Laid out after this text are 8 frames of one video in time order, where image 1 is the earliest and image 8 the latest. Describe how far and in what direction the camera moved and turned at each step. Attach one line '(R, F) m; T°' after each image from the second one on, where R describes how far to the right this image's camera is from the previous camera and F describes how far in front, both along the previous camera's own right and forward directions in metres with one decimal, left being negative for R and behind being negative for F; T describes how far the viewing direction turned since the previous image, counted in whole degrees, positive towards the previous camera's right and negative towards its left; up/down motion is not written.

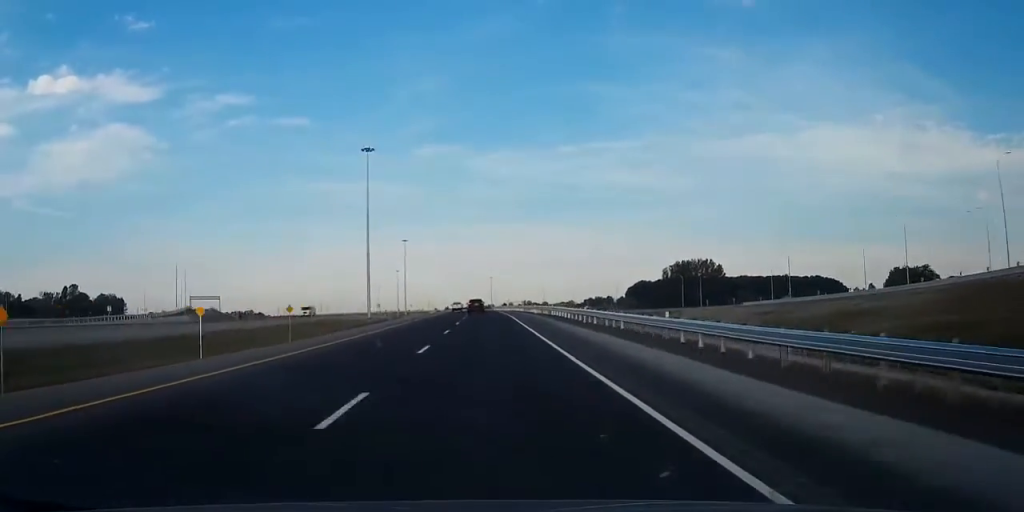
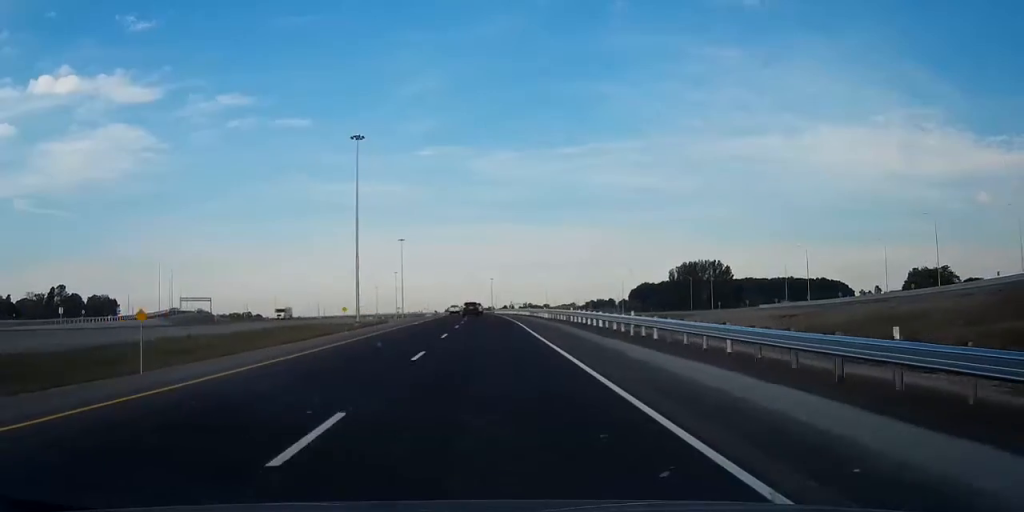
(-0.1, +12.7) m; 0°
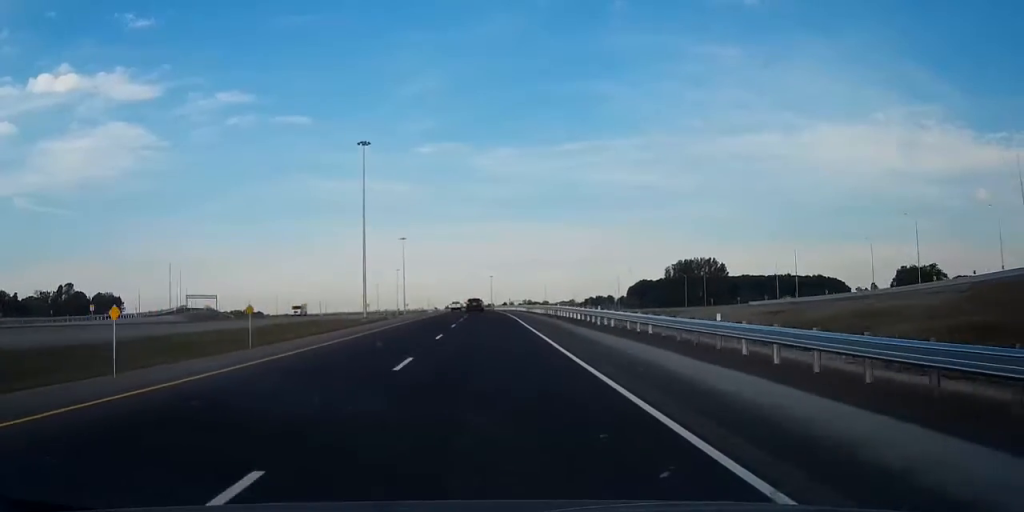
(0.0, +21.0) m; 0°
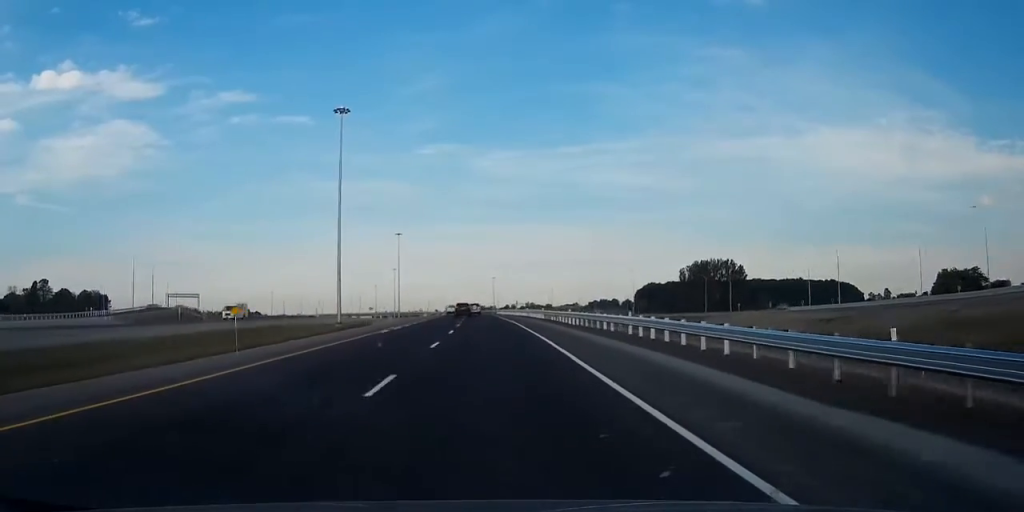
(0.0, +24.4) m; 0°
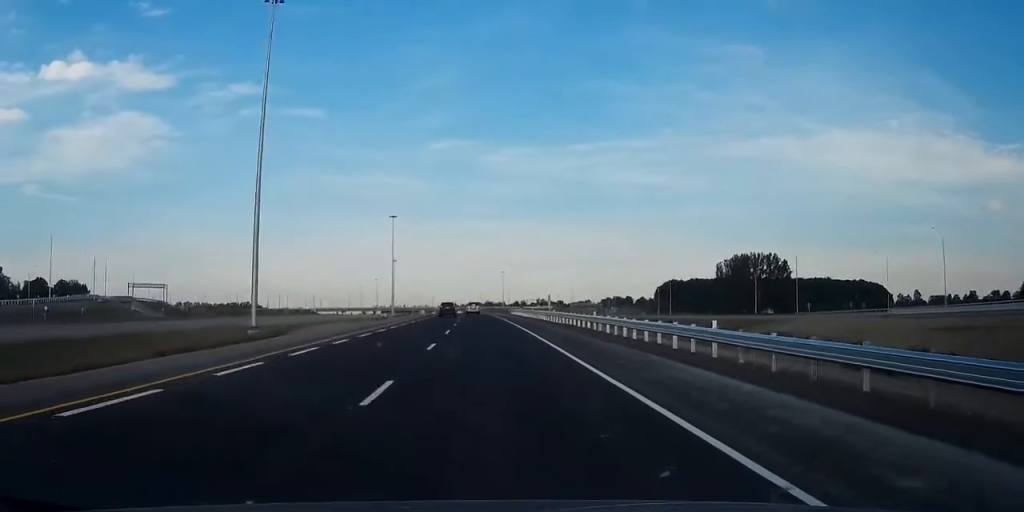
(0.0, +42.4) m; 0°
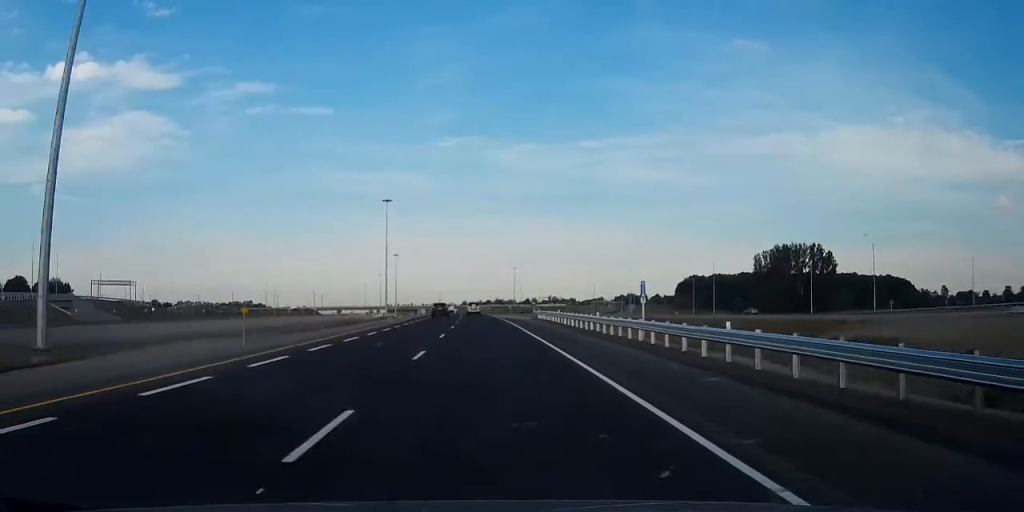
(0.0, +33.8) m; 0°
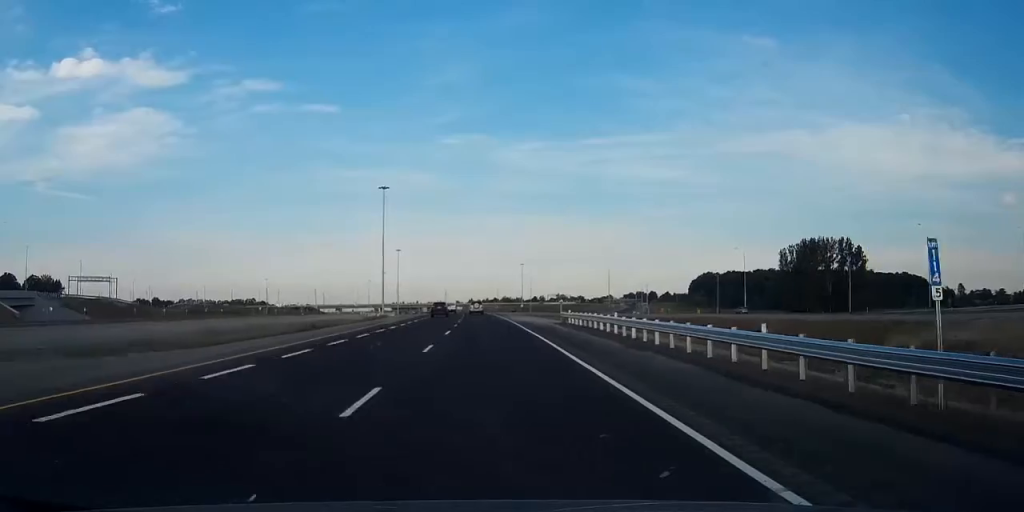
(0.0, +18.3) m; 0°
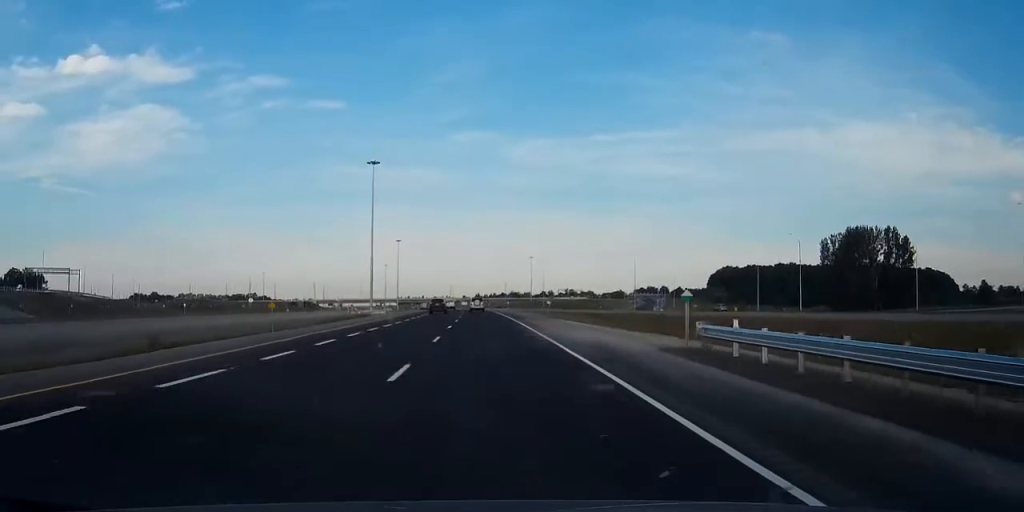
(0.0, +27.7) m; 0°
